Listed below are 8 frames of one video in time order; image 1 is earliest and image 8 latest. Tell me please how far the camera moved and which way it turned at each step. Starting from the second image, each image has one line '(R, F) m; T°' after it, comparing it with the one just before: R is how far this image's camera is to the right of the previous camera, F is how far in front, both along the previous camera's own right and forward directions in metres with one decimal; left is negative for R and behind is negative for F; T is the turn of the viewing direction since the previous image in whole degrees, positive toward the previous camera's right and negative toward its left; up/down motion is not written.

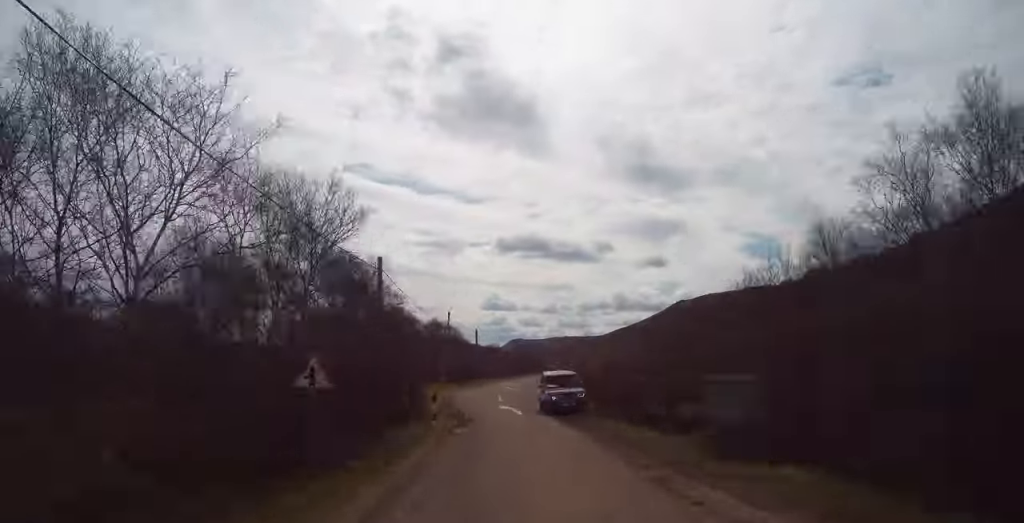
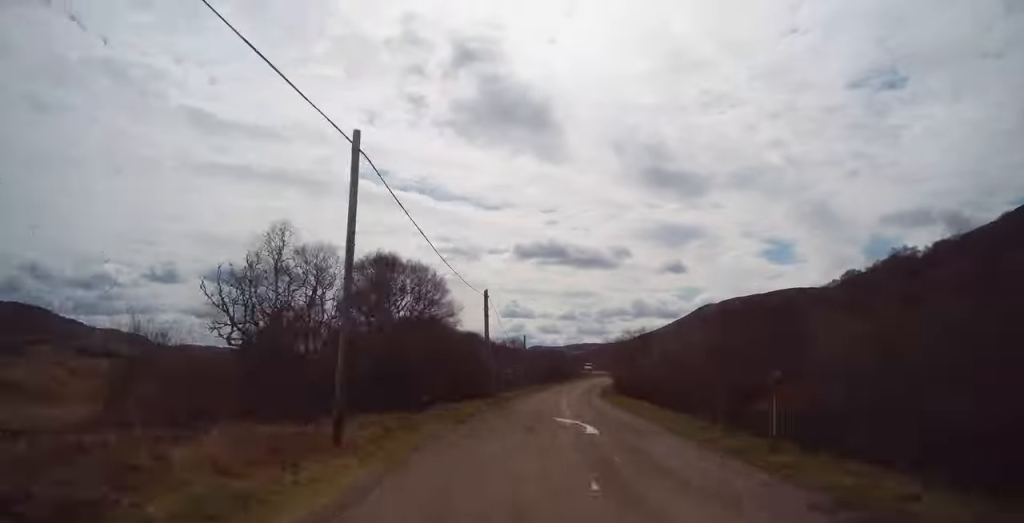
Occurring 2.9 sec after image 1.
(0.0, +37.7) m; +2°
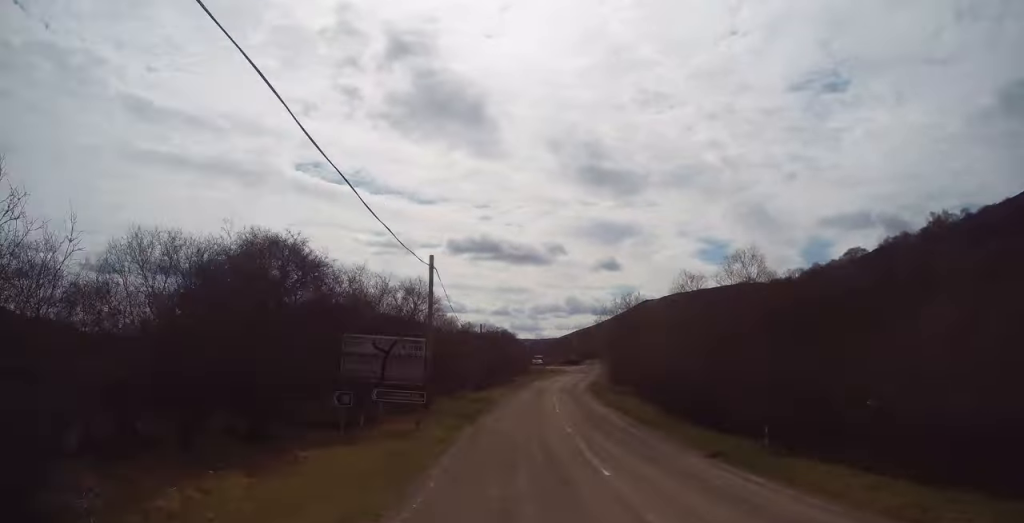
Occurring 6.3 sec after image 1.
(+1.3, +44.0) m; +5°
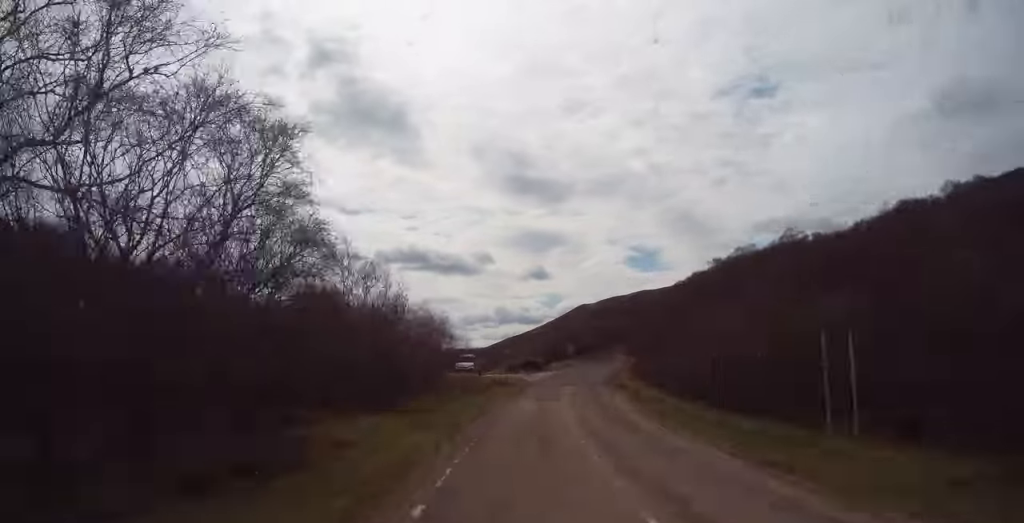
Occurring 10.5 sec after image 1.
(+3.3, +58.8) m; +8°
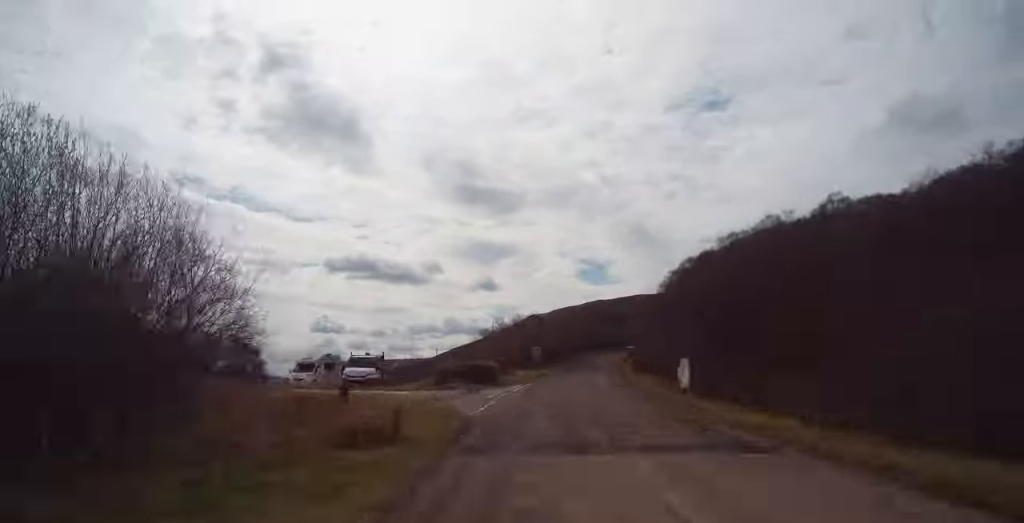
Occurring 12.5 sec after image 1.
(+2.1, +28.8) m; +5°
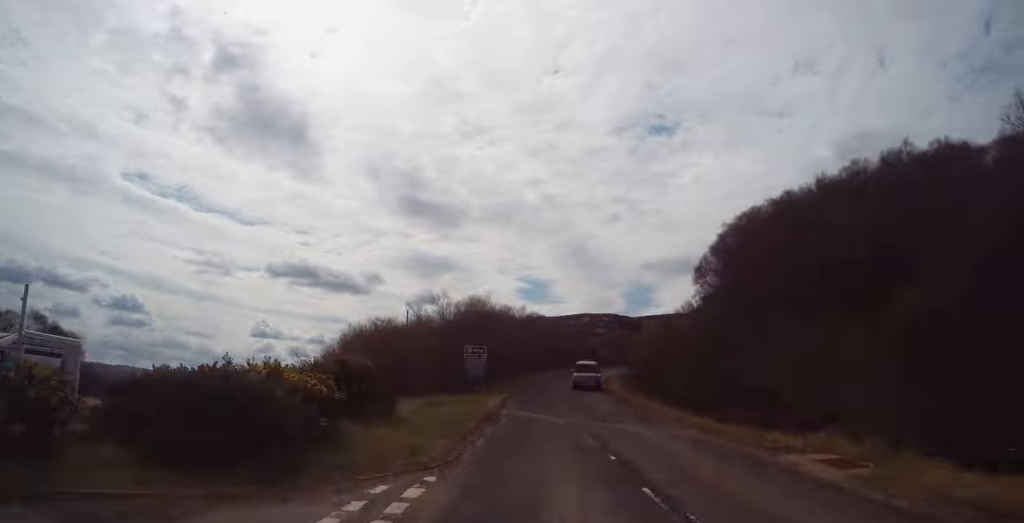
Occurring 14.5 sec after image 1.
(-0.2, +29.0) m; +5°
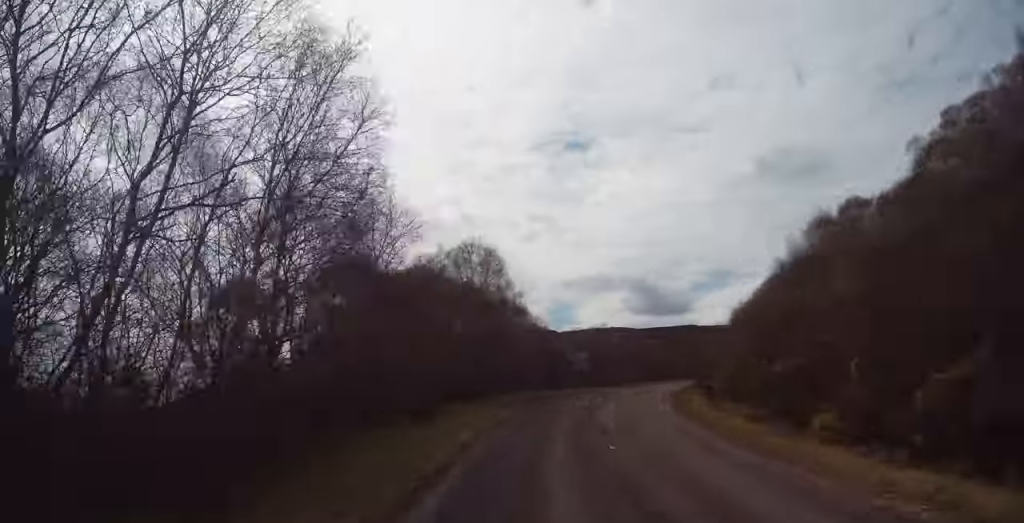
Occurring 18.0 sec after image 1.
(+4.7, +51.4) m; +13°
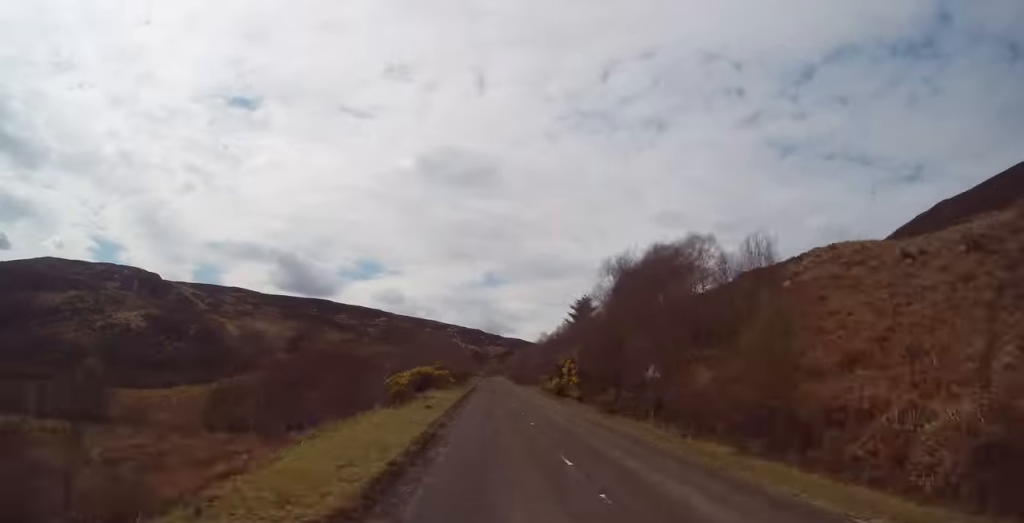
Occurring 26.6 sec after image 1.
(+33.0, +124.2) m; +20°
